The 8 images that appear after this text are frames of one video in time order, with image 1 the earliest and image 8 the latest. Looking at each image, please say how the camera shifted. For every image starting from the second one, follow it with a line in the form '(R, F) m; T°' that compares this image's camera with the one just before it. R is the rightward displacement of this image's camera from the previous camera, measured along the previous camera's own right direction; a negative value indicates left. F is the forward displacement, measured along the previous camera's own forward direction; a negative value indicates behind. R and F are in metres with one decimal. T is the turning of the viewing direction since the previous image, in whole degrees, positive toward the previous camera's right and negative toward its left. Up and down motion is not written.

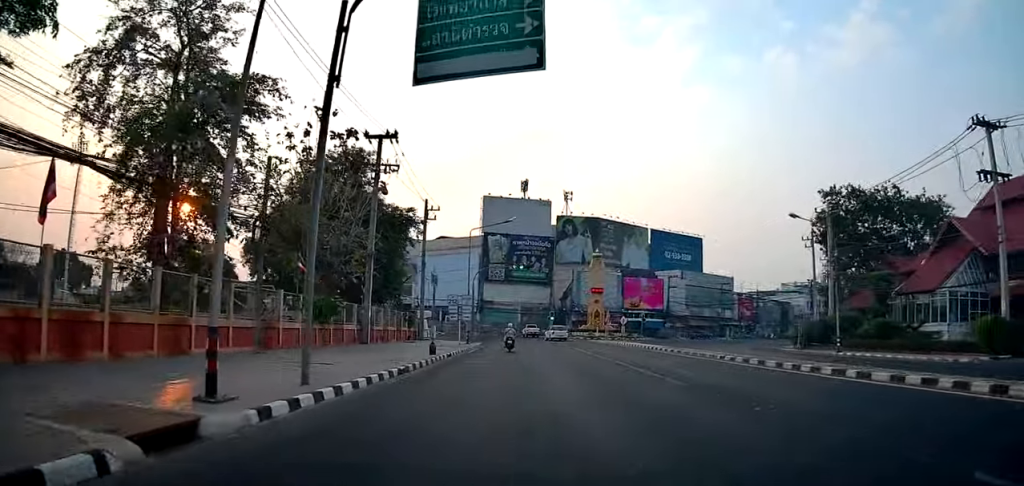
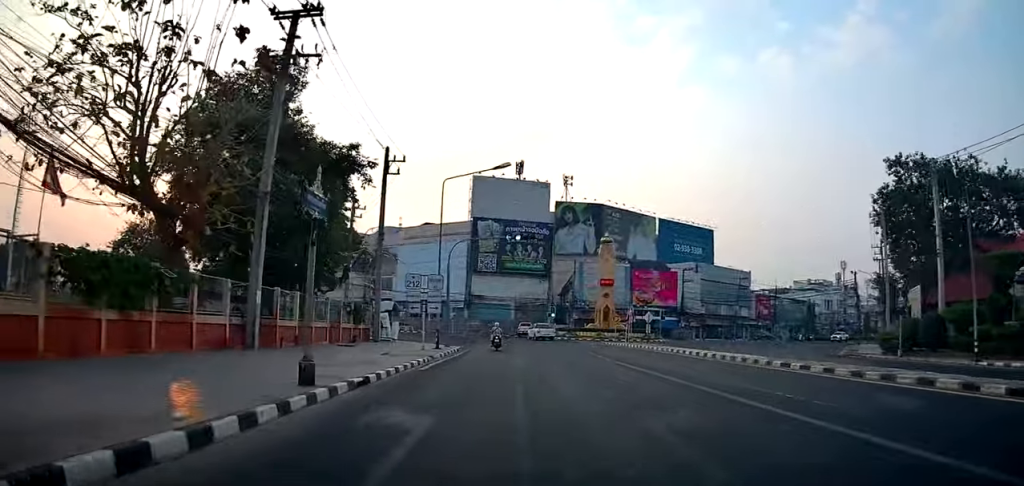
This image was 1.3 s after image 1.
(-0.2, +14.3) m; 0°
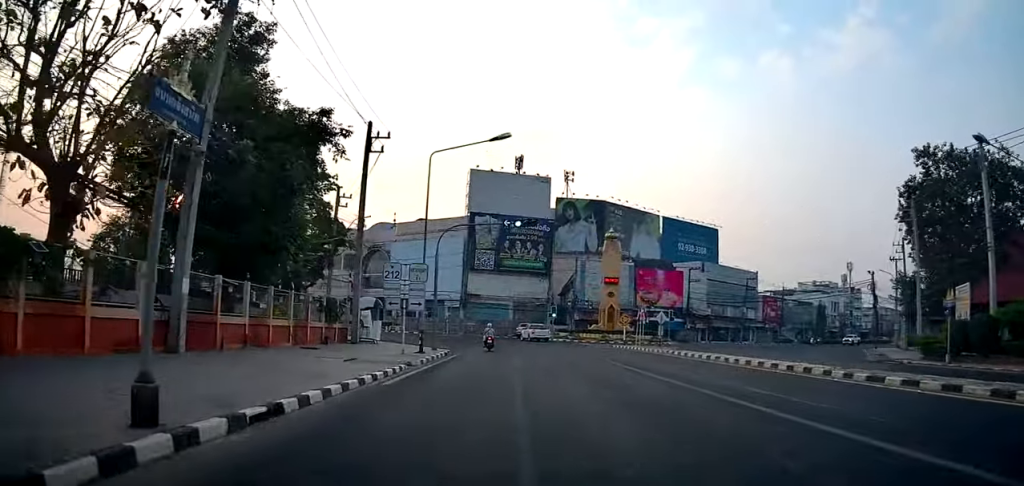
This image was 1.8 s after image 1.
(-0.1, +4.8) m; 0°
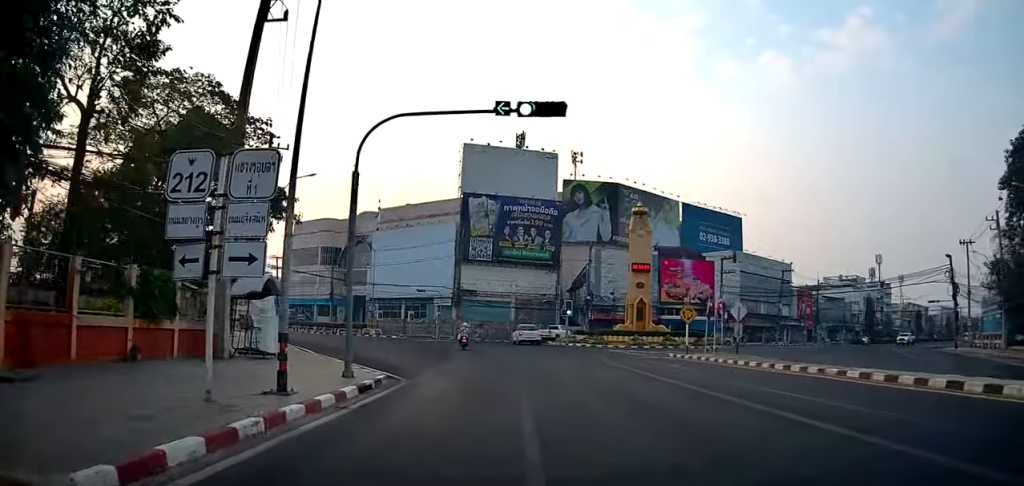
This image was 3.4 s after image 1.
(+0.2, +15.3) m; -2°
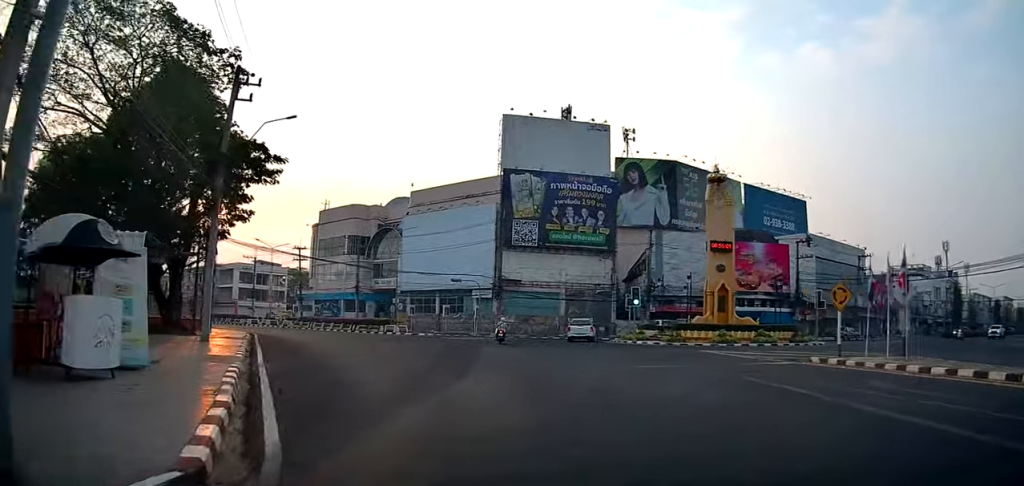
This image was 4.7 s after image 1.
(-0.4, +10.4) m; -6°
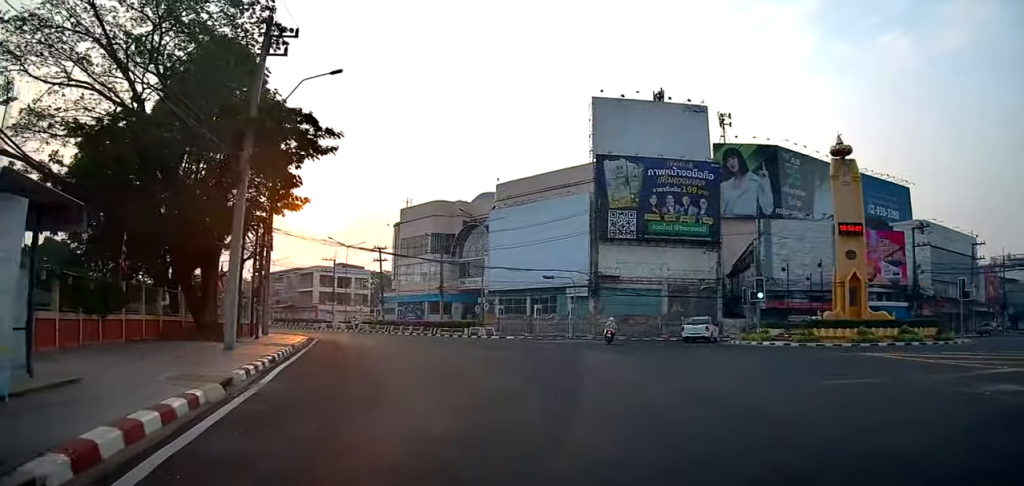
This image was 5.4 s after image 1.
(-0.3, +5.7) m; -7°
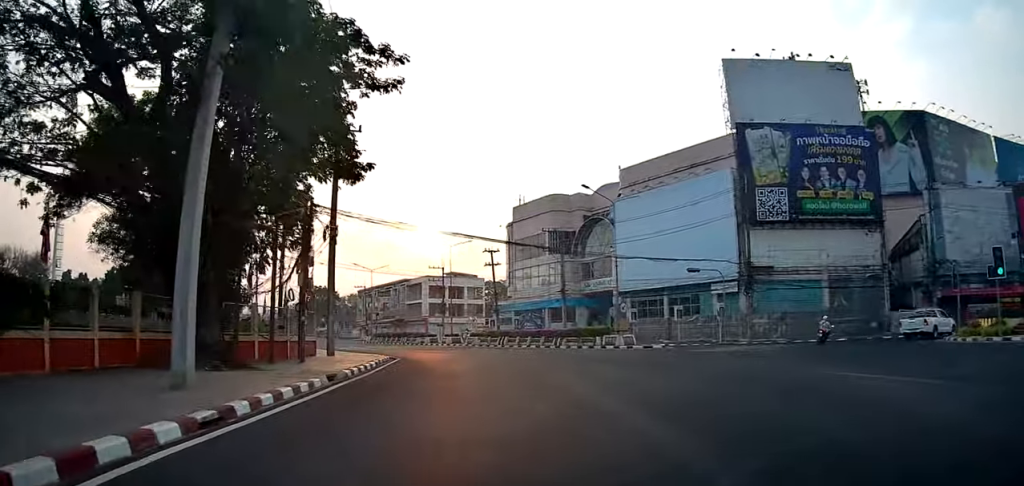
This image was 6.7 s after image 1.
(-0.9, +9.3) m; -11°
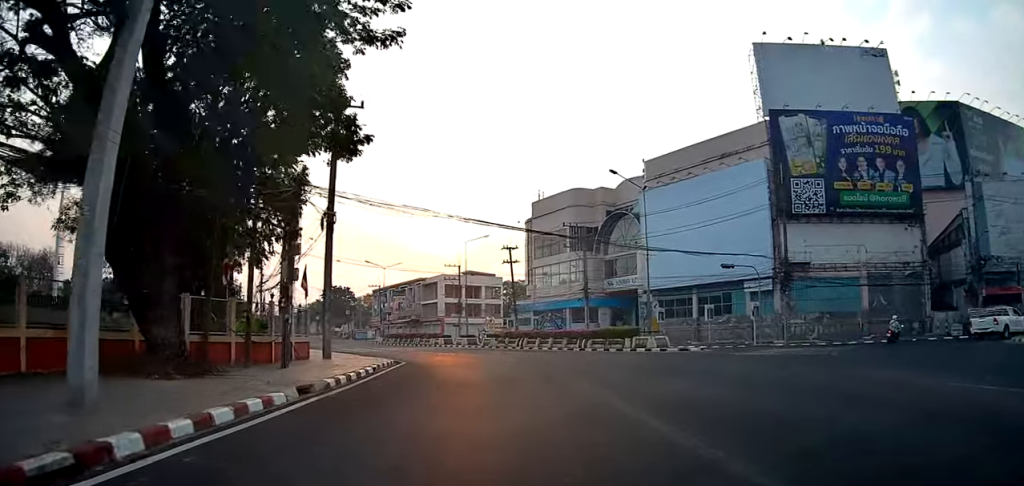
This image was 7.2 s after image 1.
(-0.2, +3.1) m; -2°
